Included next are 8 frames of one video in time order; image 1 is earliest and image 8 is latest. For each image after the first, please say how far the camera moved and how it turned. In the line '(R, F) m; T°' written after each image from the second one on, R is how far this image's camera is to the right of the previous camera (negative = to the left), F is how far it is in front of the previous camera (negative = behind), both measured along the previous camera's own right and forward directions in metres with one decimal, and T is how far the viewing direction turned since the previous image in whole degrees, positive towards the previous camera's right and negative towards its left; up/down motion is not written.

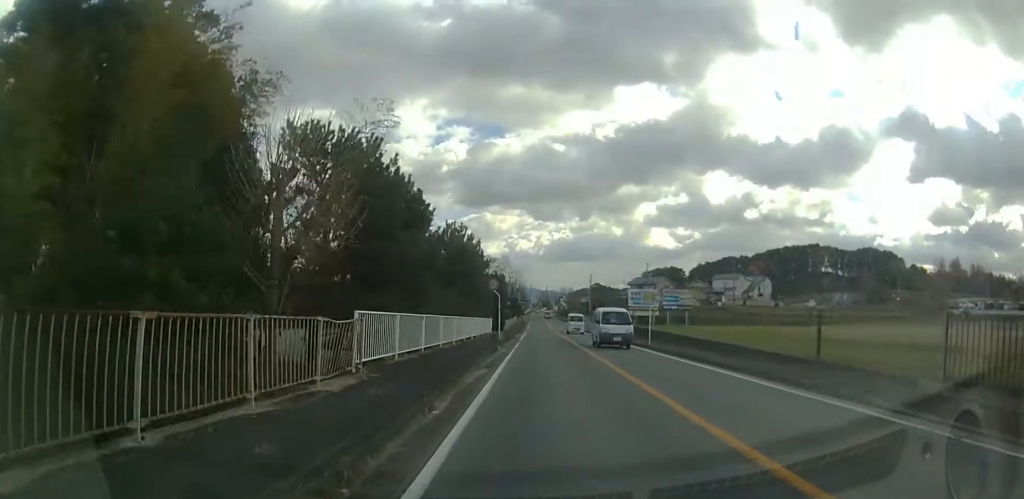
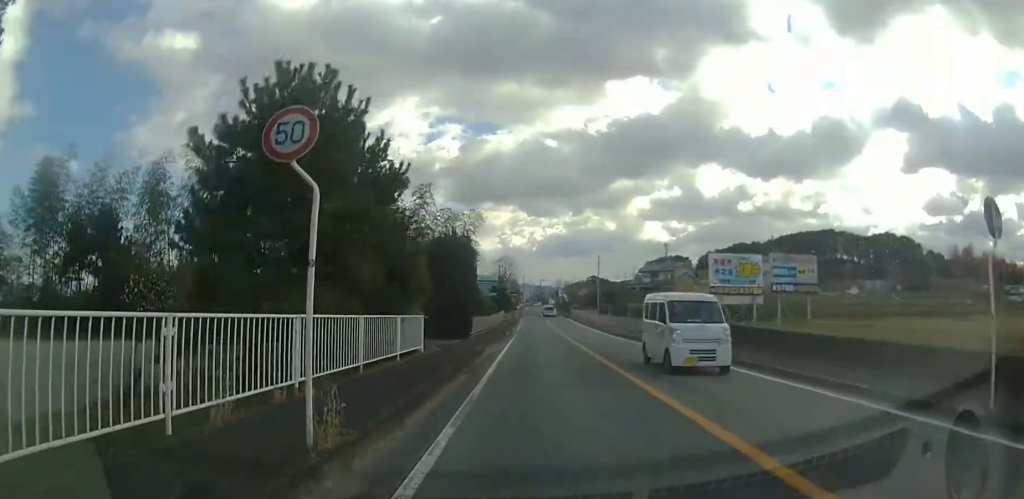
(+0.1, +23.3) m; 0°
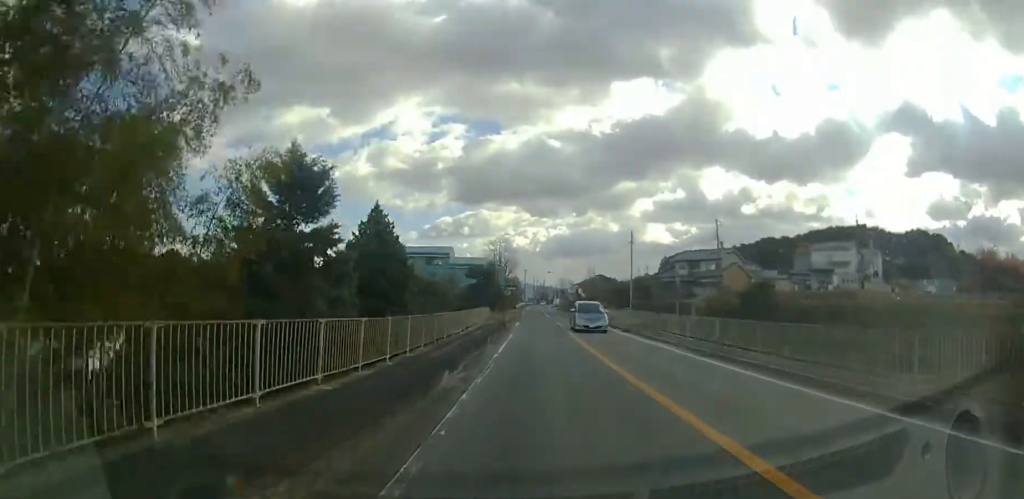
(-0.1, +28.1) m; 0°
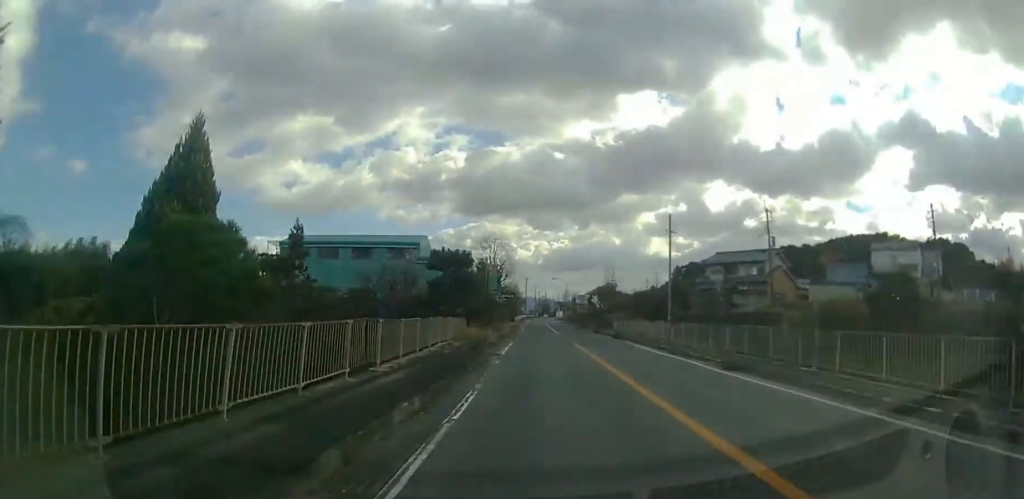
(0.0, +16.2) m; 0°
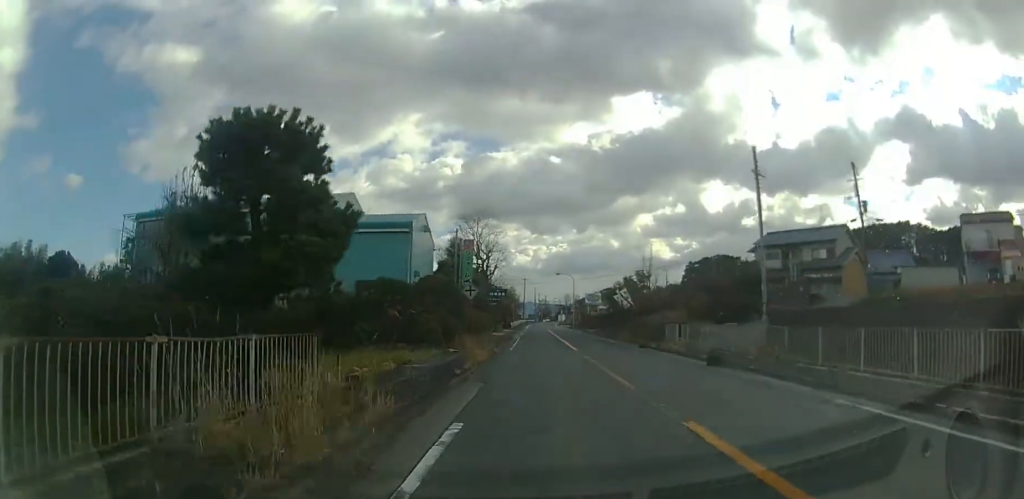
(+0.1, +19.4) m; 0°
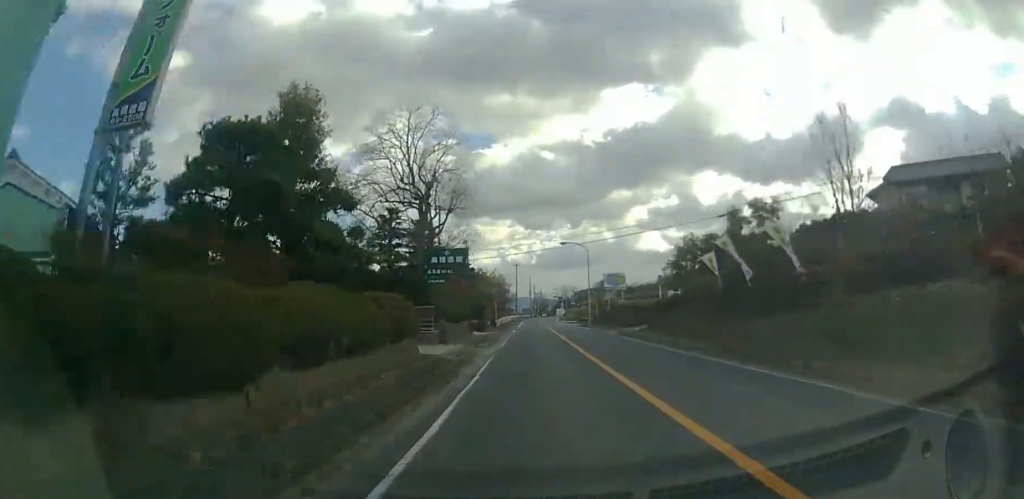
(0.0, +25.8) m; 0°
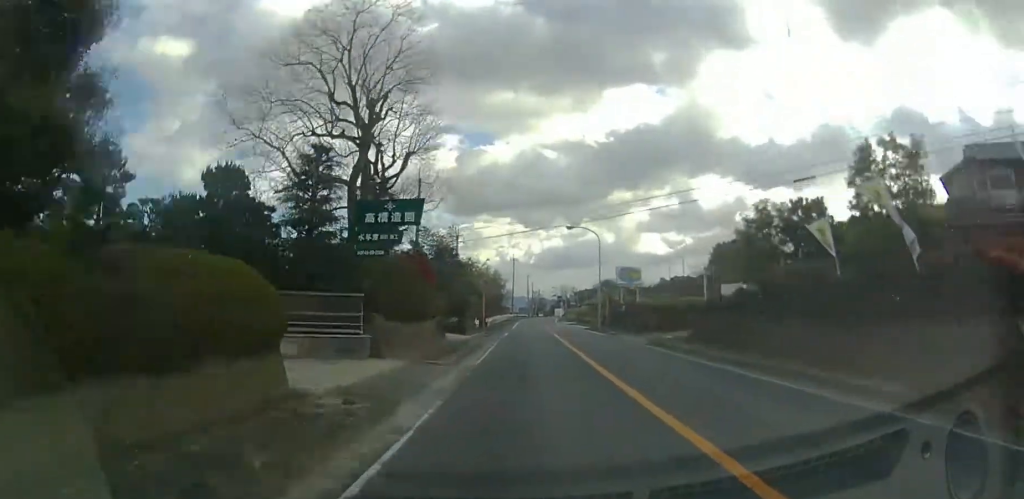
(0.0, +9.2) m; 0°
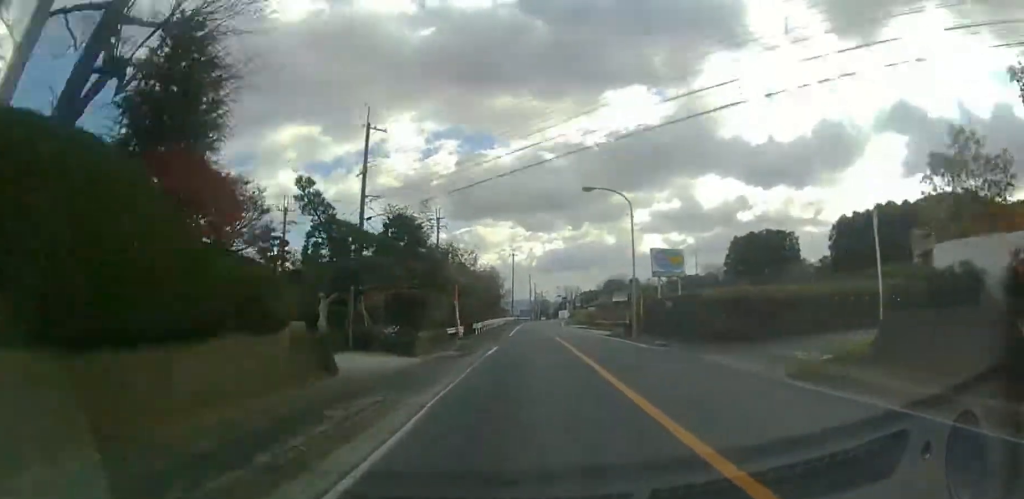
(0.0, +12.9) m; 0°
